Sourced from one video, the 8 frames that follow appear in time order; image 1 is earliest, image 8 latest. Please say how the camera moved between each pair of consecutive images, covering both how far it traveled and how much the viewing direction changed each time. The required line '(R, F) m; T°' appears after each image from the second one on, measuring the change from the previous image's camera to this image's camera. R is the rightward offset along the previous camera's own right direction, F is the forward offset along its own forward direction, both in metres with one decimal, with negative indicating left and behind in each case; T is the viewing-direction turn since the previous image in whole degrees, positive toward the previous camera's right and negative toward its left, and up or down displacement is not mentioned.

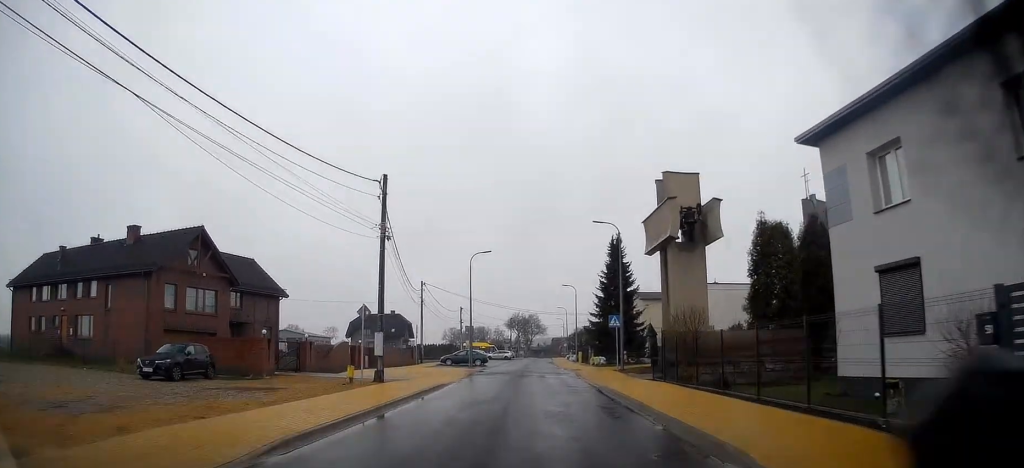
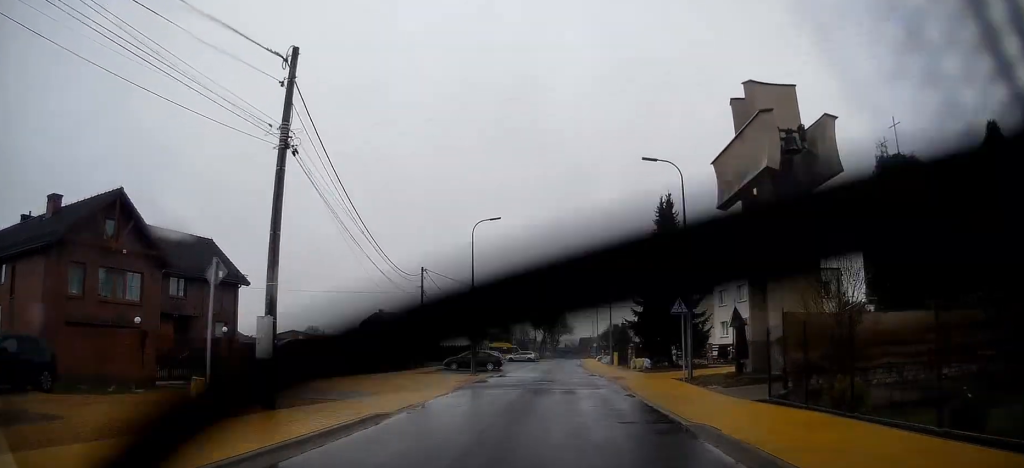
(-0.1, +11.3) m; -1°
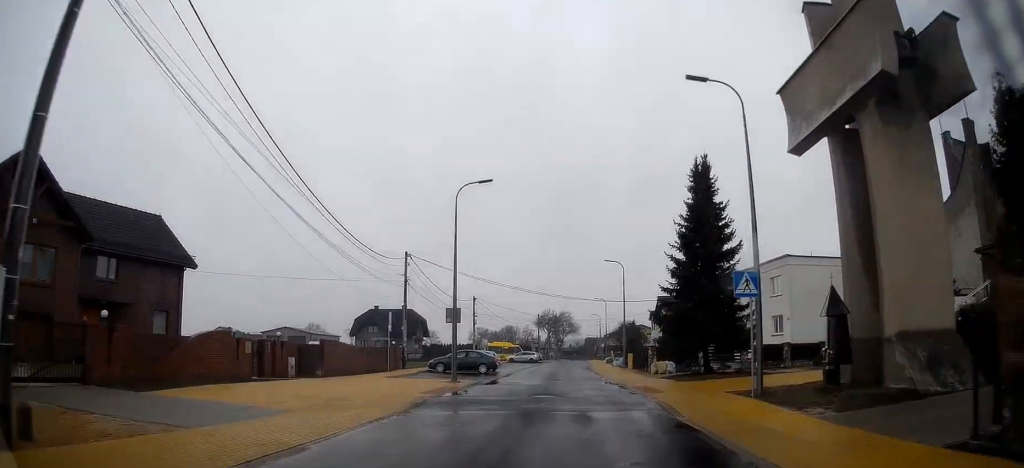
(0.0, +7.5) m; -1°
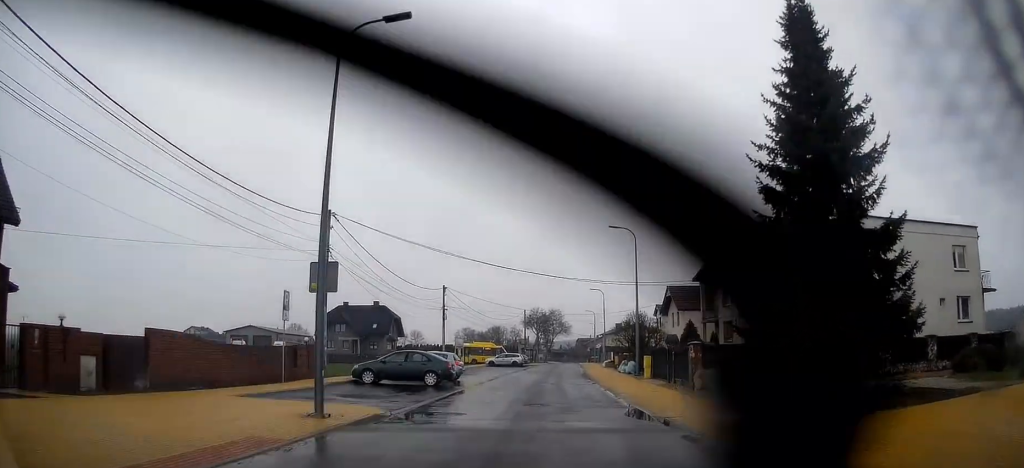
(-0.3, +13.7) m; -2°
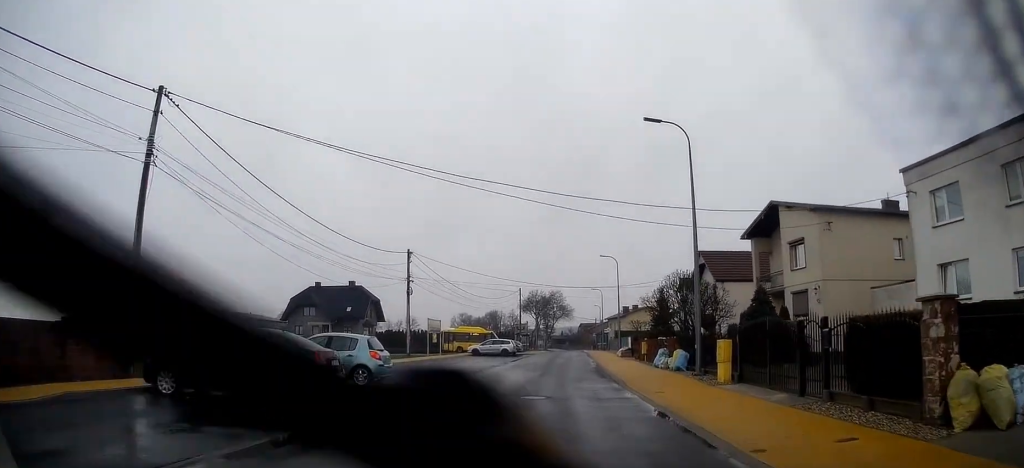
(0.0, +14.8) m; +1°
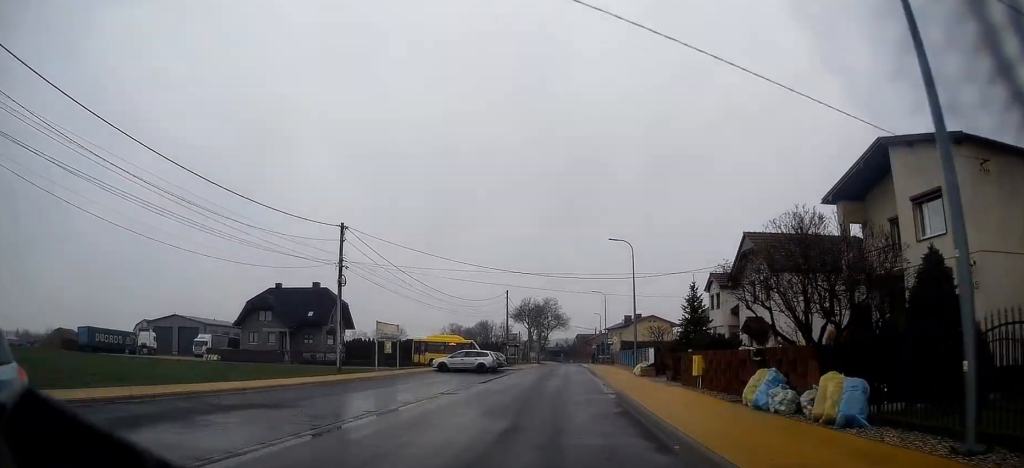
(+0.2, +14.0) m; +1°
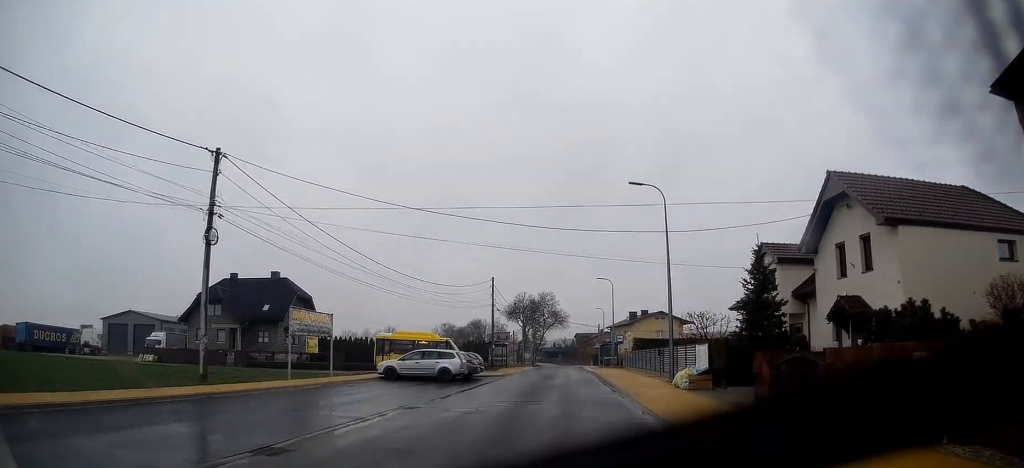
(+0.1, +12.7) m; +1°
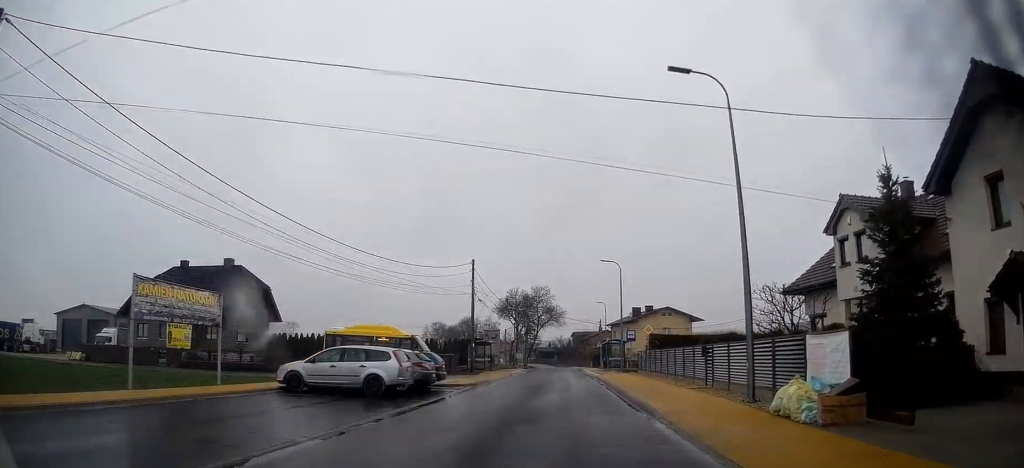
(+0.1, +10.6) m; 0°
